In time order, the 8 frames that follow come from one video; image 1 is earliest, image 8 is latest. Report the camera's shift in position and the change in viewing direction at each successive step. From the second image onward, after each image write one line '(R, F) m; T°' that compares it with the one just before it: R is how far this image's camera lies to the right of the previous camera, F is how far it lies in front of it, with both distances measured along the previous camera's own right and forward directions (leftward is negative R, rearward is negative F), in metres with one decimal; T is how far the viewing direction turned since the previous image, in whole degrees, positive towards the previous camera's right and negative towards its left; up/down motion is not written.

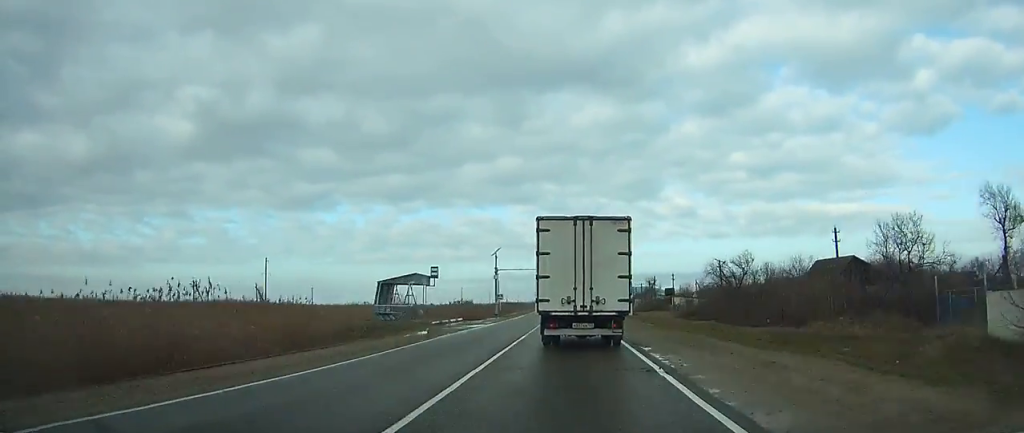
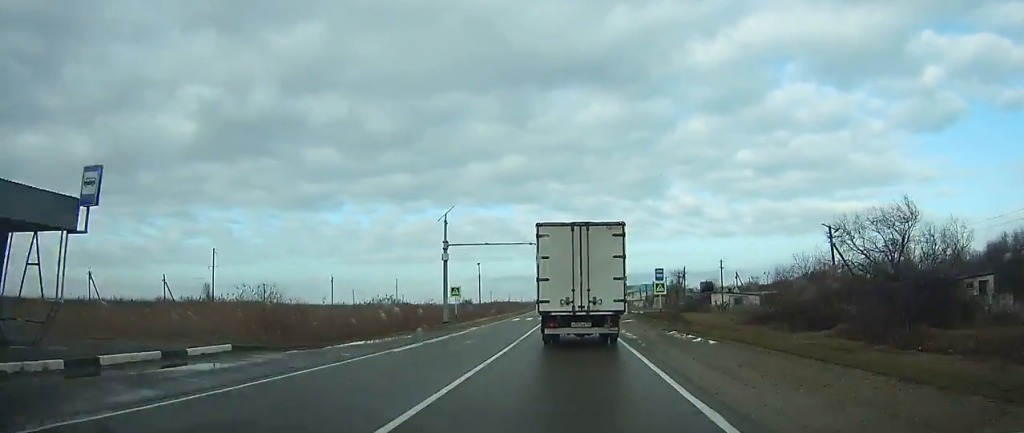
(-0.1, +34.0) m; 0°
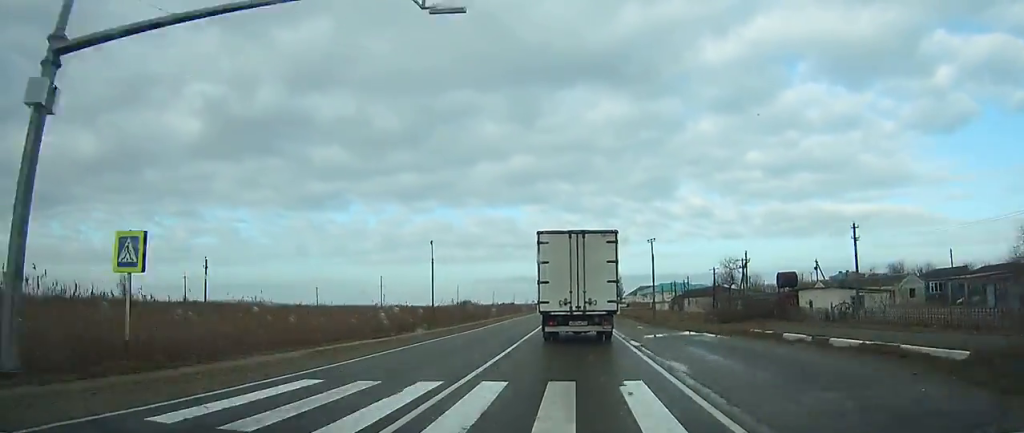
(-0.2, +38.2) m; -1°
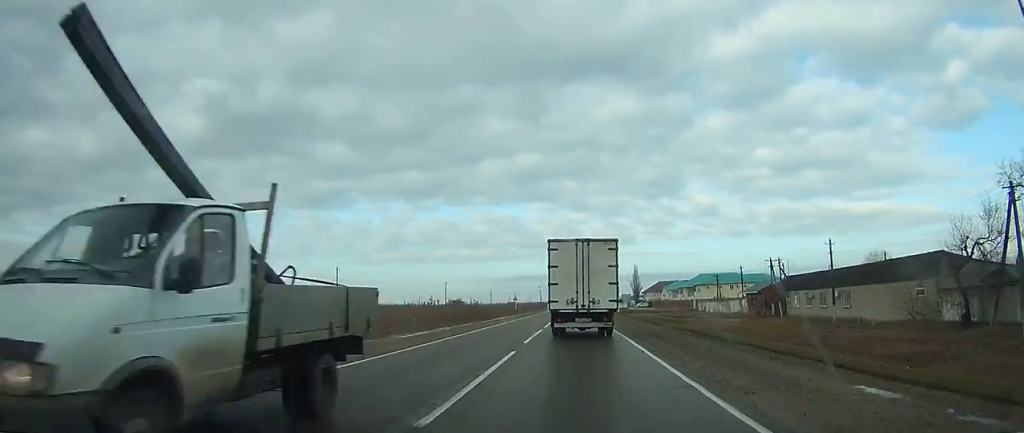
(-0.4, +62.5) m; -1°
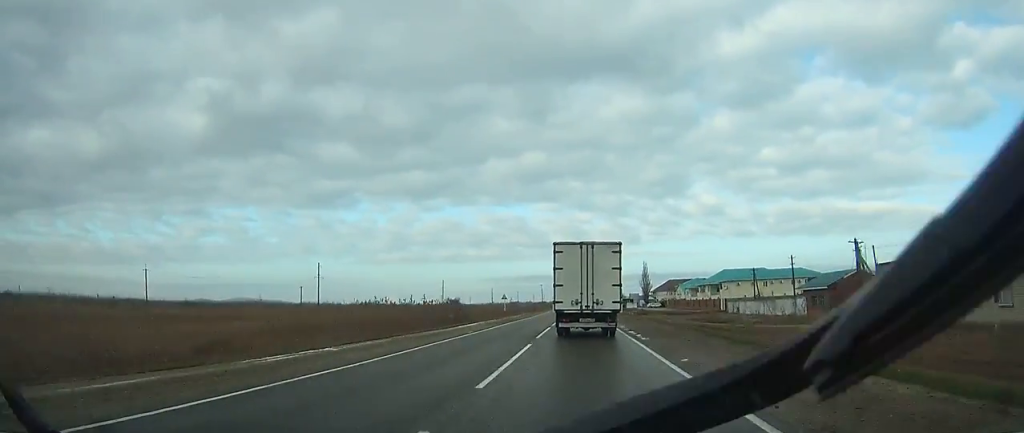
(-0.1, +21.7) m; 0°
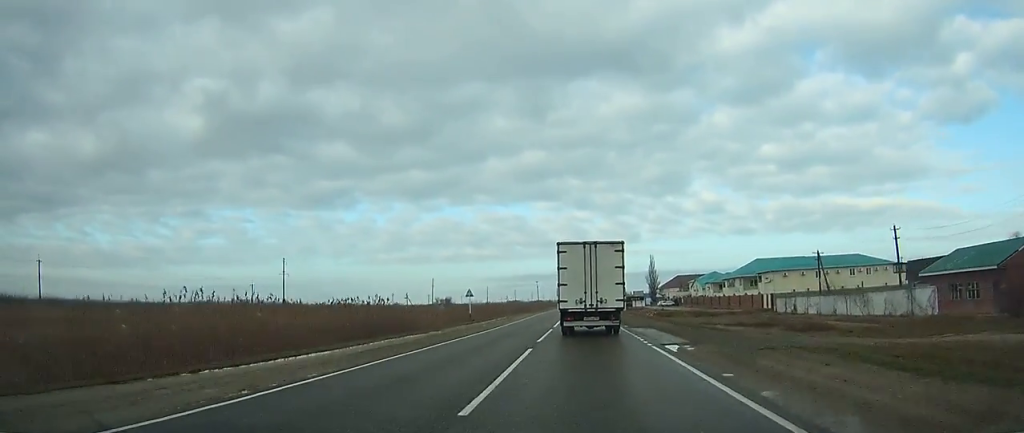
(-0.1, +26.0) m; 0°
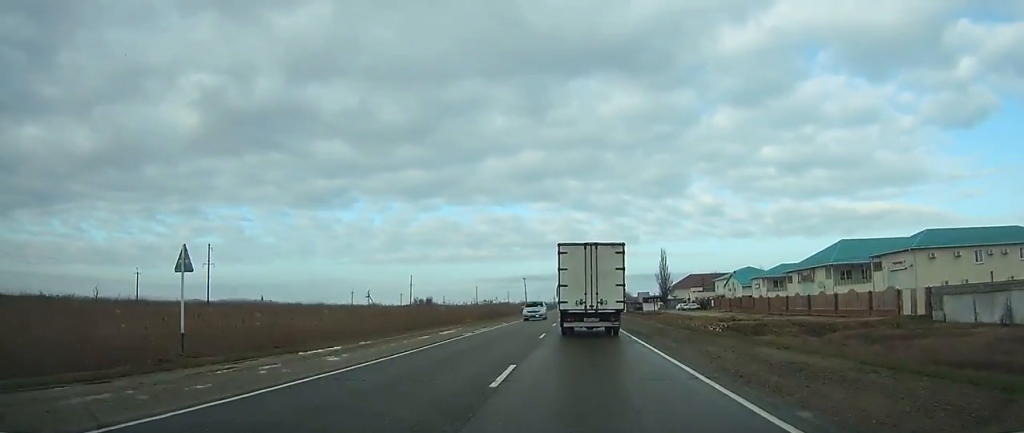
(+0.1, +39.6) m; 0°
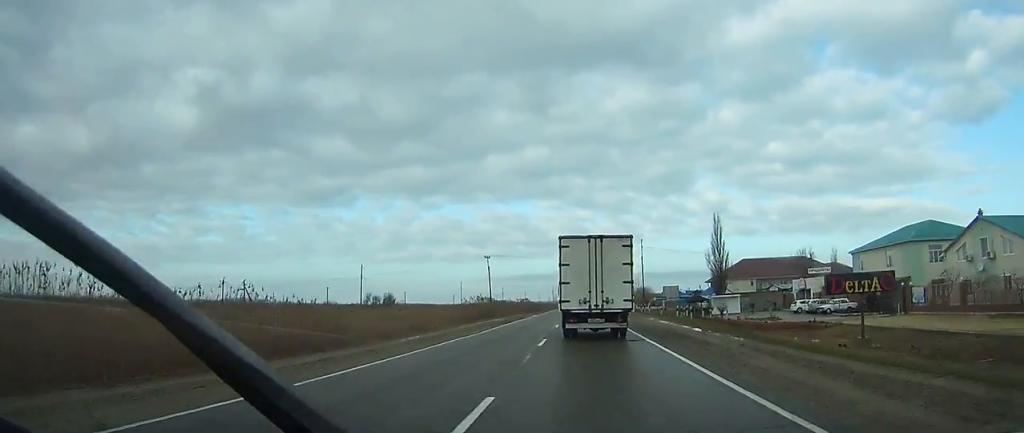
(0.0, +75.4) m; 0°
